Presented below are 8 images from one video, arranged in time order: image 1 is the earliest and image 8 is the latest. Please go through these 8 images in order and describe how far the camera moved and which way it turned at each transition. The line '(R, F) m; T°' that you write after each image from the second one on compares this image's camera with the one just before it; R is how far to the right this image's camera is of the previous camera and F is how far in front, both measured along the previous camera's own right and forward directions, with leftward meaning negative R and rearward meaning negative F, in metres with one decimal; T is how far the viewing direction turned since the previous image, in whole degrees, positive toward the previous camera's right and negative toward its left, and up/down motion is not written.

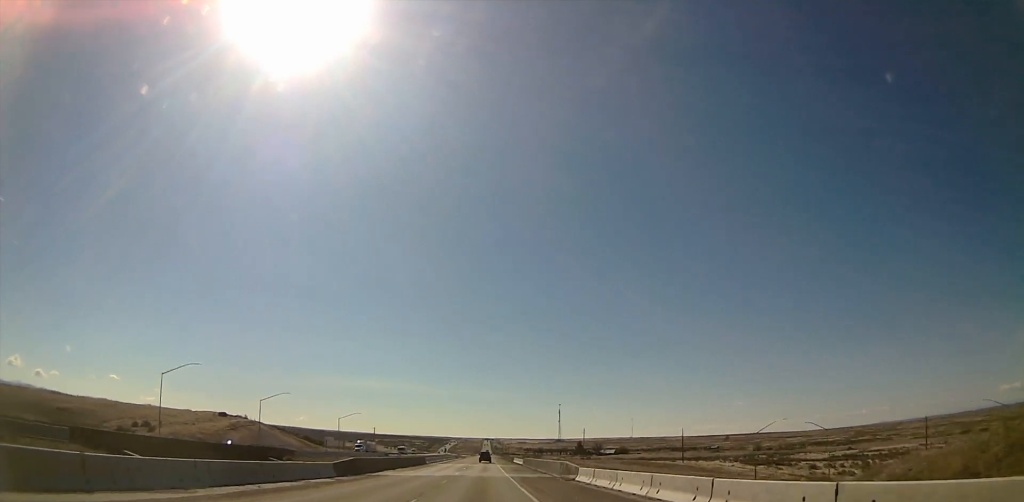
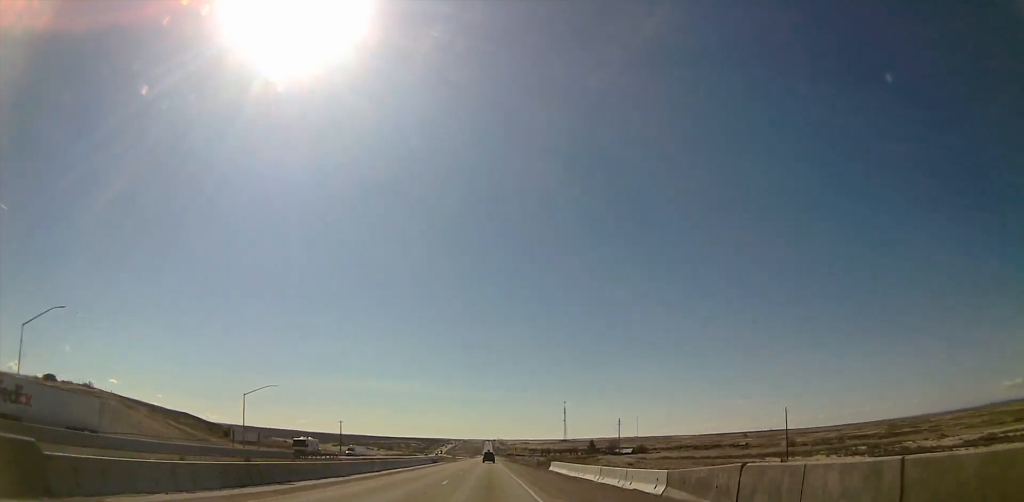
(-0.7, +79.8) m; 0°
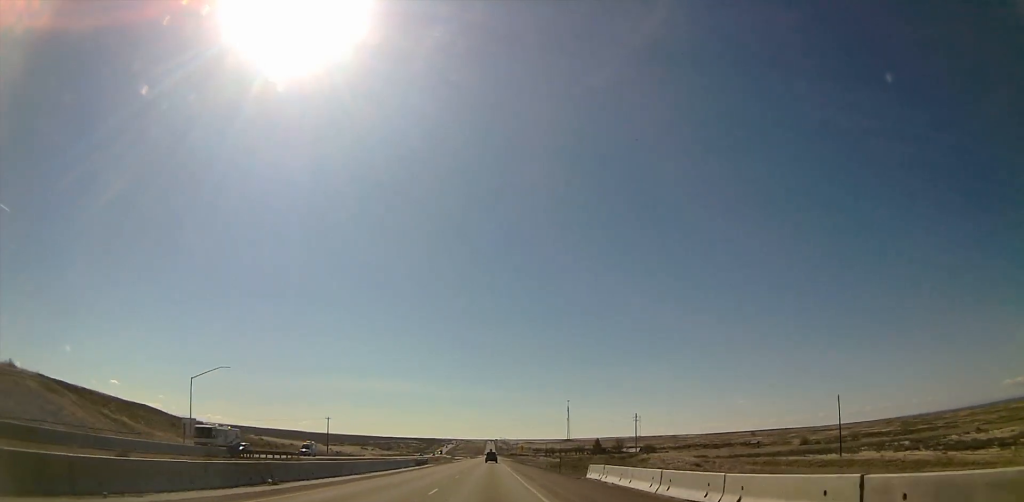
(+0.2, +23.5) m; 0°
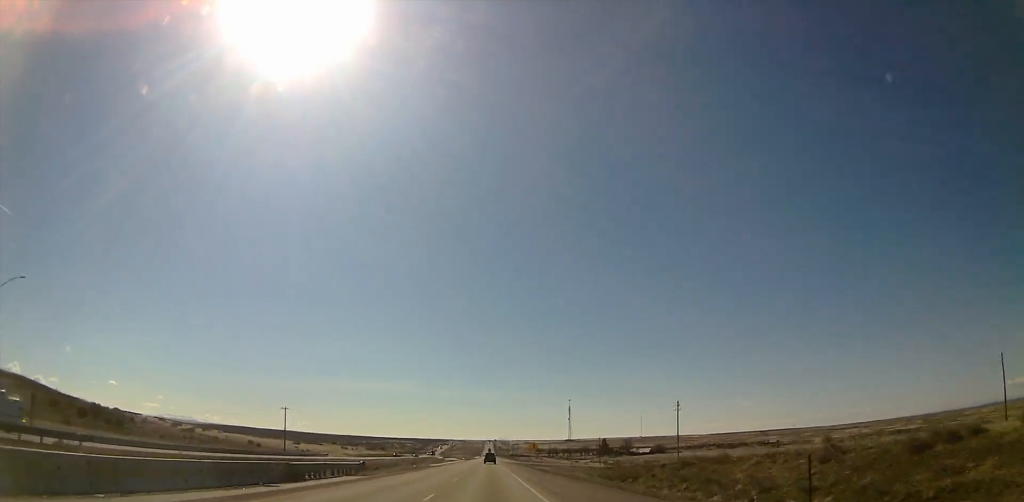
(-0.2, +48.1) m; -1°
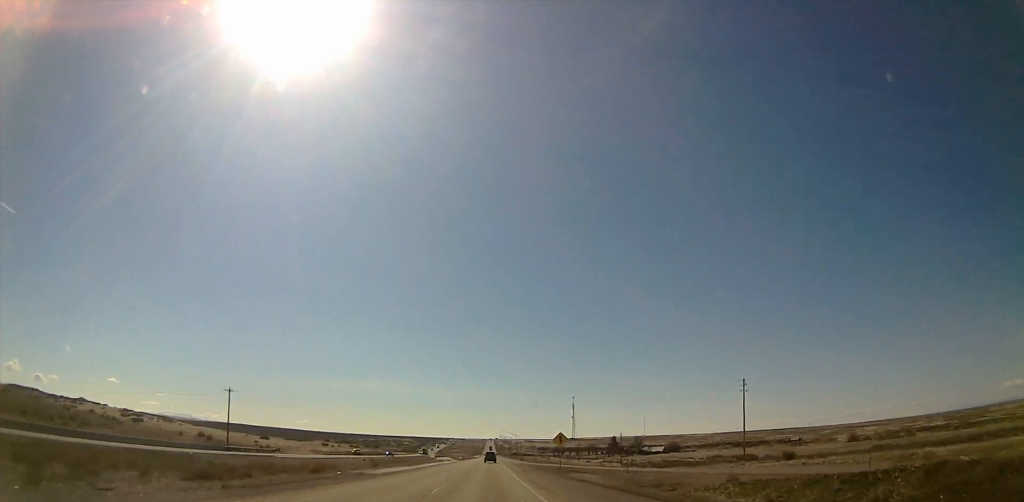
(+0.1, +42.3) m; 0°
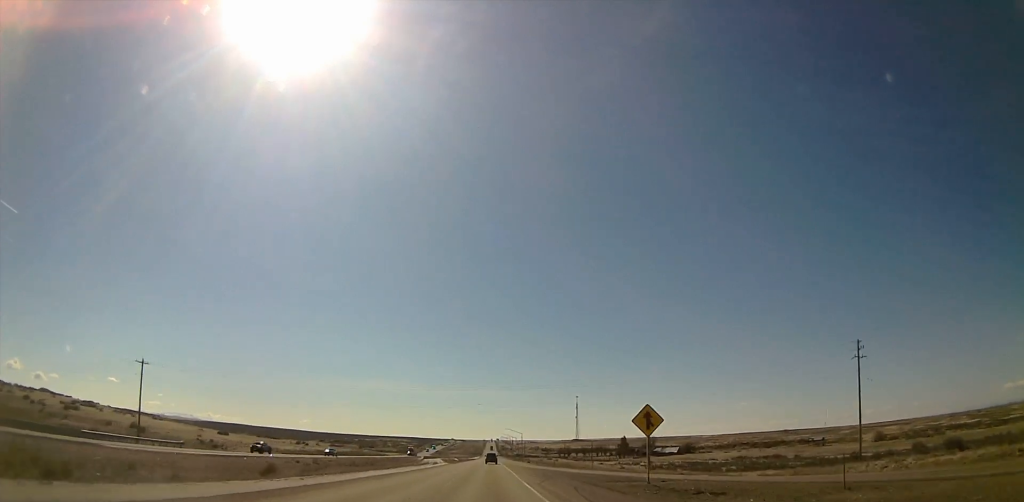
(0.0, +40.0) m; 0°
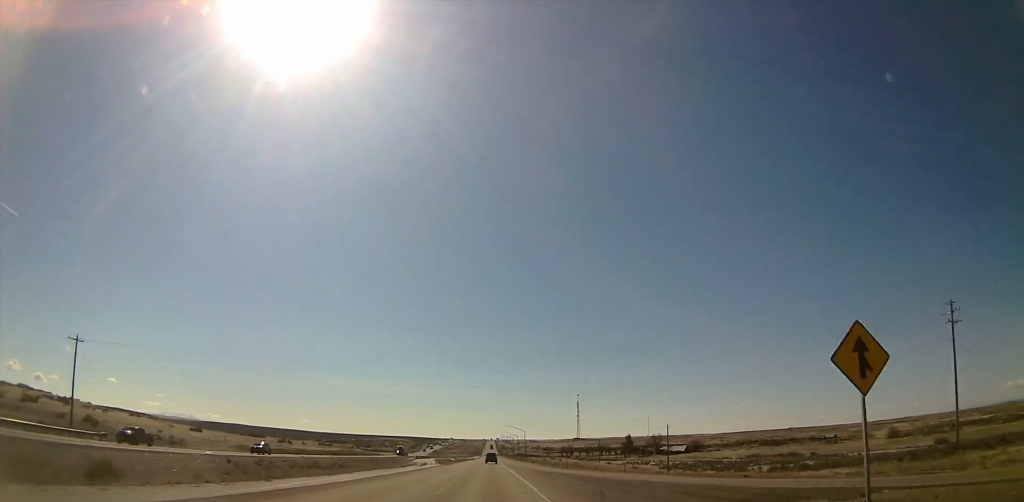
(0.0, +20.0) m; 0°
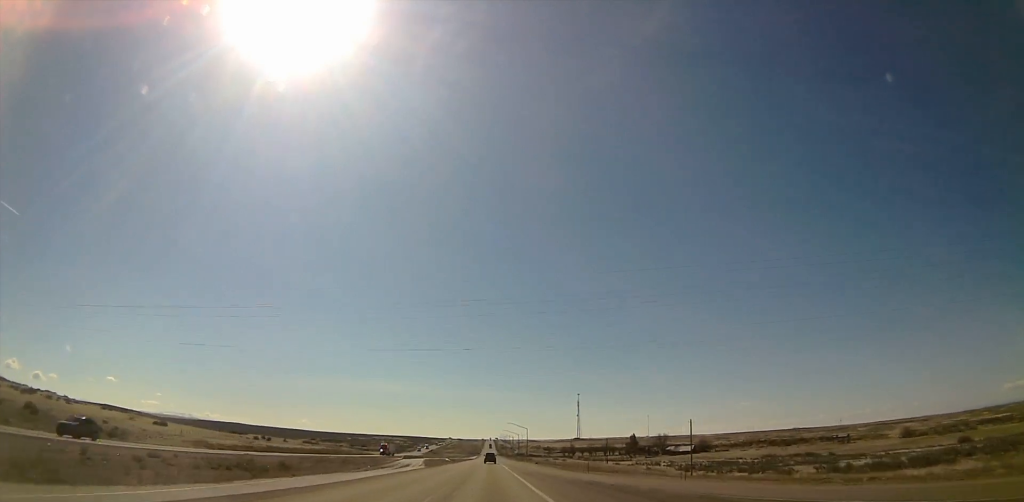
(0.0, +21.1) m; 0°
